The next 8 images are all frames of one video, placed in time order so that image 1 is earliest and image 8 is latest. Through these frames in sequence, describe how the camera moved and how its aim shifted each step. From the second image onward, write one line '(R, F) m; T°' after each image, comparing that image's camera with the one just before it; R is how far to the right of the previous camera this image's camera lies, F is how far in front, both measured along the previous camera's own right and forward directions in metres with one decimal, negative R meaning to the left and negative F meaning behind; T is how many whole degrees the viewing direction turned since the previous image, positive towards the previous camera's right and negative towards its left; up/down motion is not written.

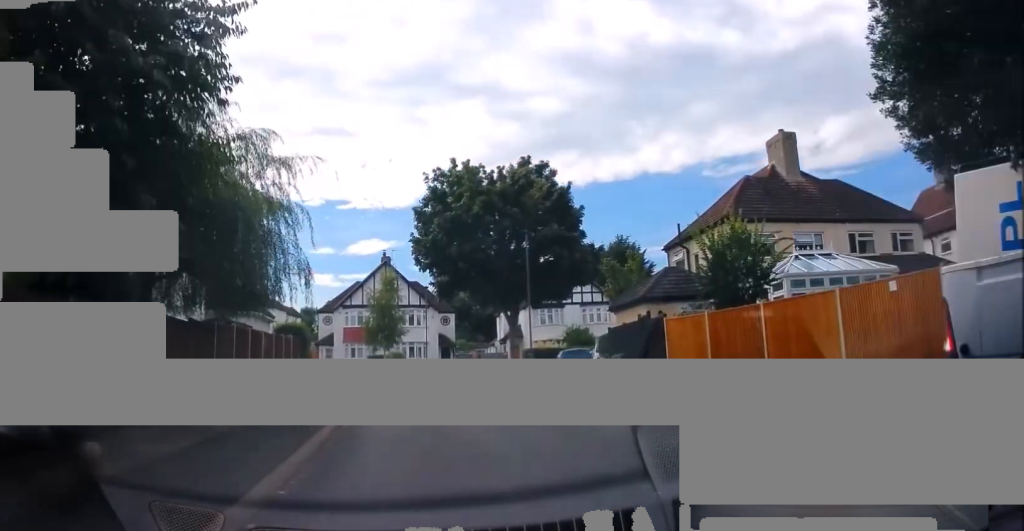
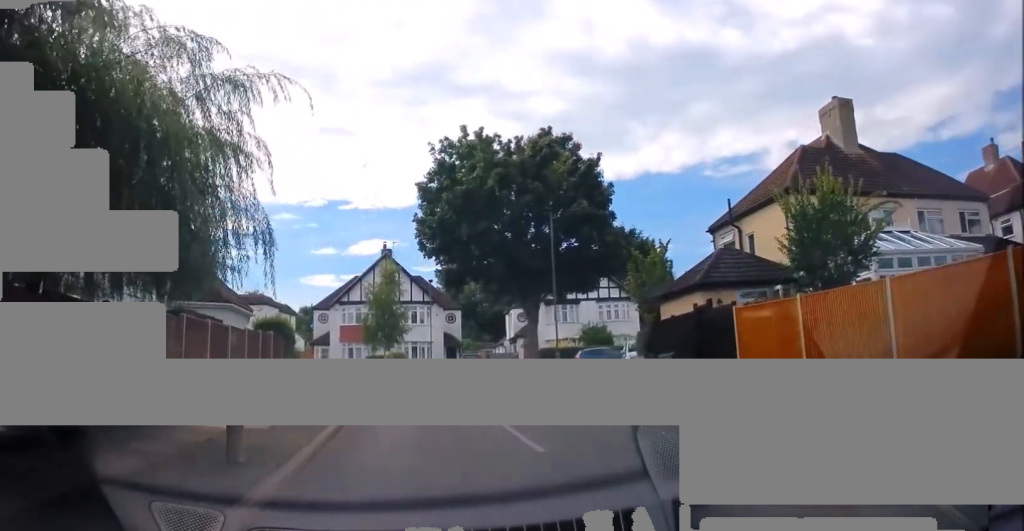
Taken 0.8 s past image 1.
(0.0, +4.6) m; -4°
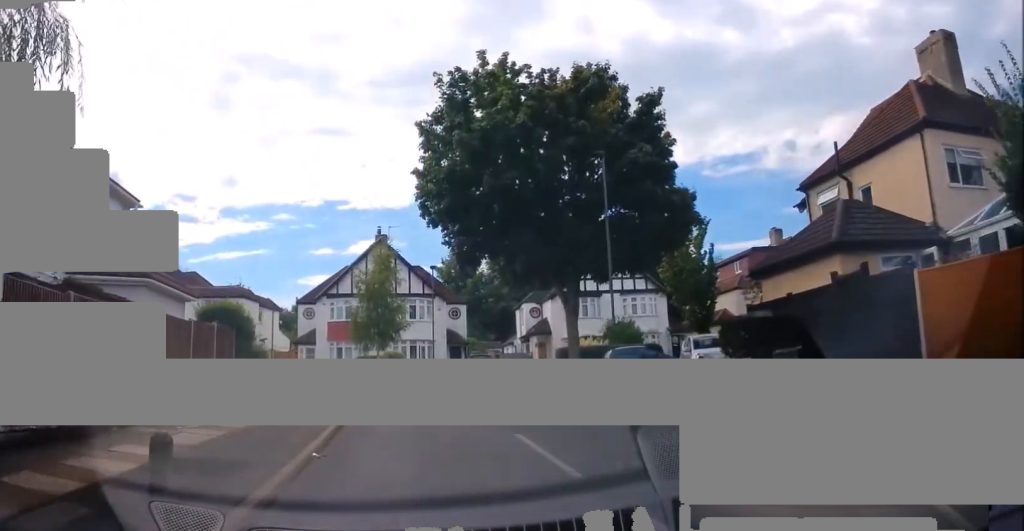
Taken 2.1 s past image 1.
(-0.2, +7.3) m; +2°
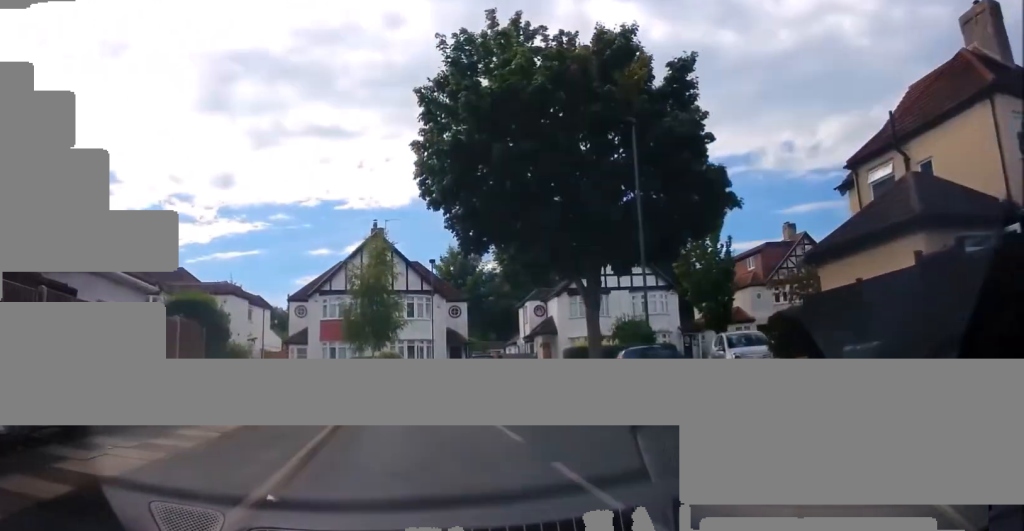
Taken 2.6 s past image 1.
(+0.2, +2.9) m; +2°
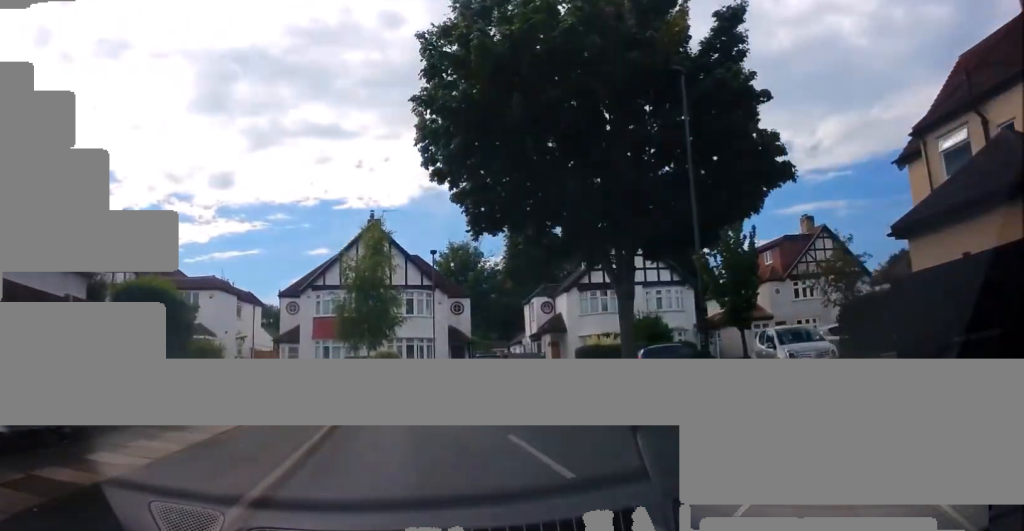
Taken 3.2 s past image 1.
(0.0, +3.4) m; 0°
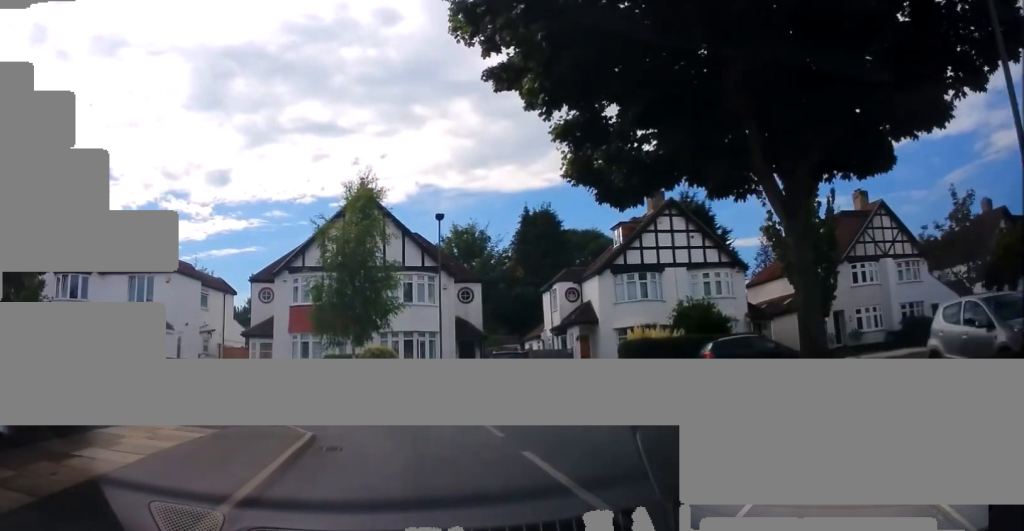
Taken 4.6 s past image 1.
(-0.2, +8.3) m; -4°
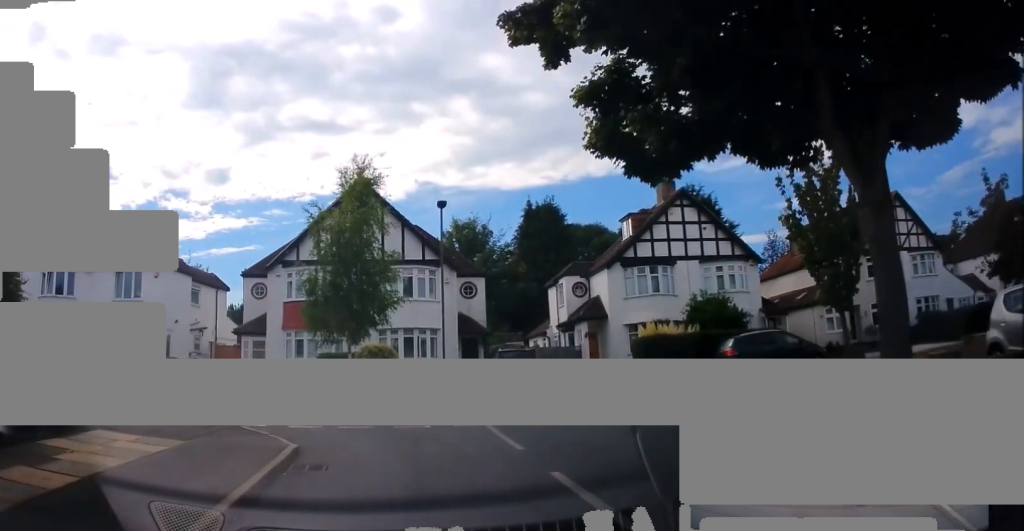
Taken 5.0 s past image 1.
(0.0, +1.9) m; 0°
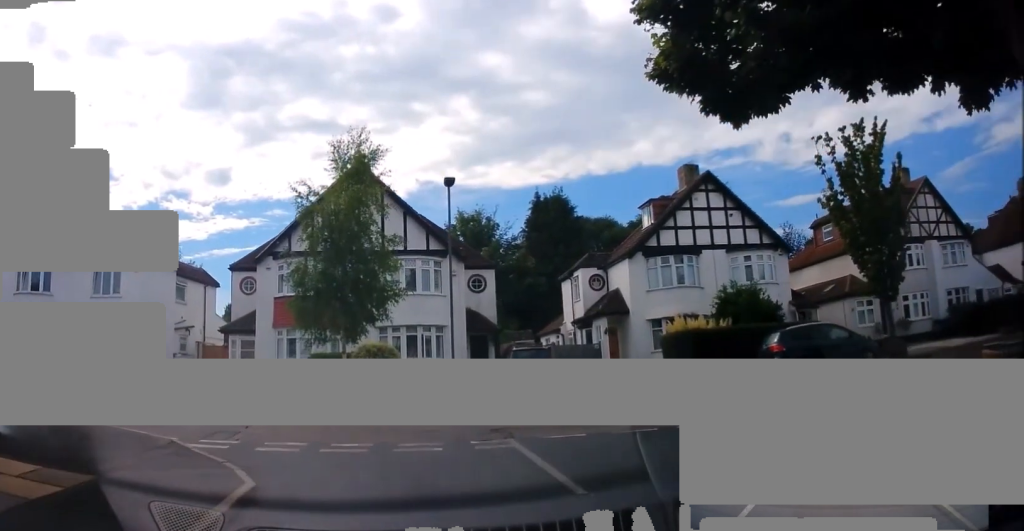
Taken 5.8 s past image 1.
(-0.1, +3.1) m; 0°
